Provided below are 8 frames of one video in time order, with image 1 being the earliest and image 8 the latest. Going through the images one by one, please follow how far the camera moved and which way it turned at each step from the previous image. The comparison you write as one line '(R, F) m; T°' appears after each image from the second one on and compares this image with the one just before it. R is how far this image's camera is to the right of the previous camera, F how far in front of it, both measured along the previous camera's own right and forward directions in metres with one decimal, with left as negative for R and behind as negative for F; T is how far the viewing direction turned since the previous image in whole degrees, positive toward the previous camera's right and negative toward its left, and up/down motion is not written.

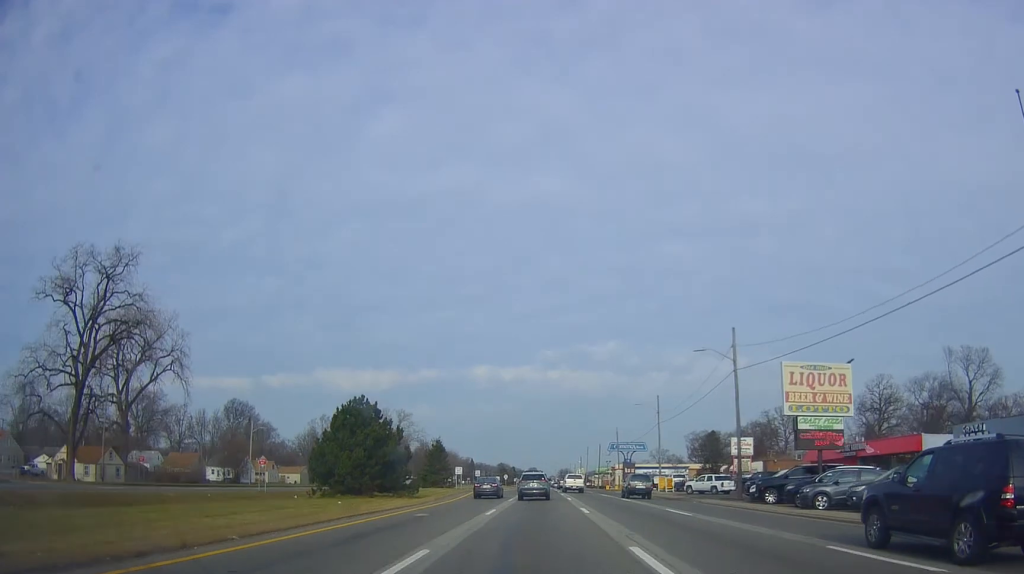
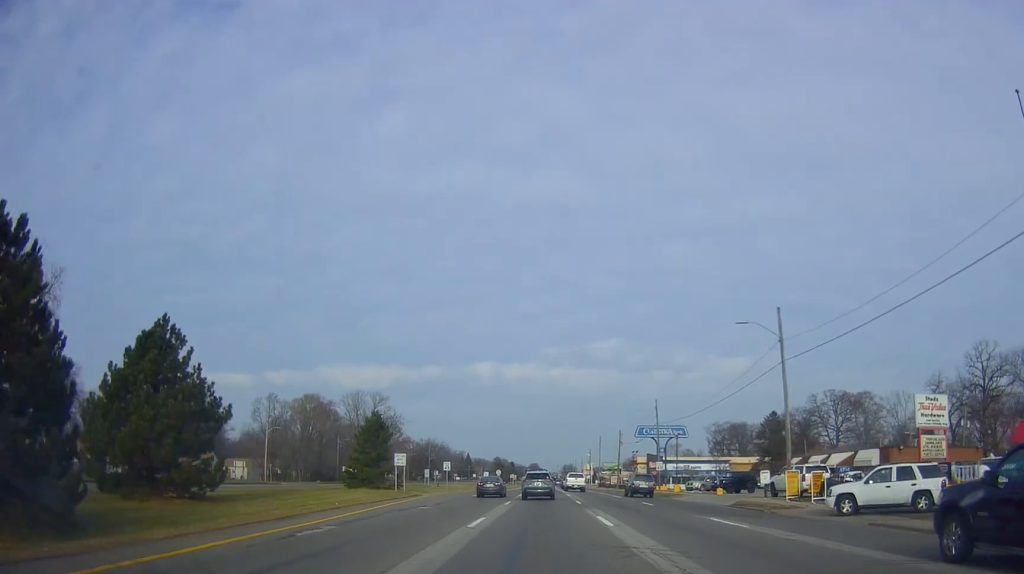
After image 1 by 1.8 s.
(-0.2, +37.0) m; 0°
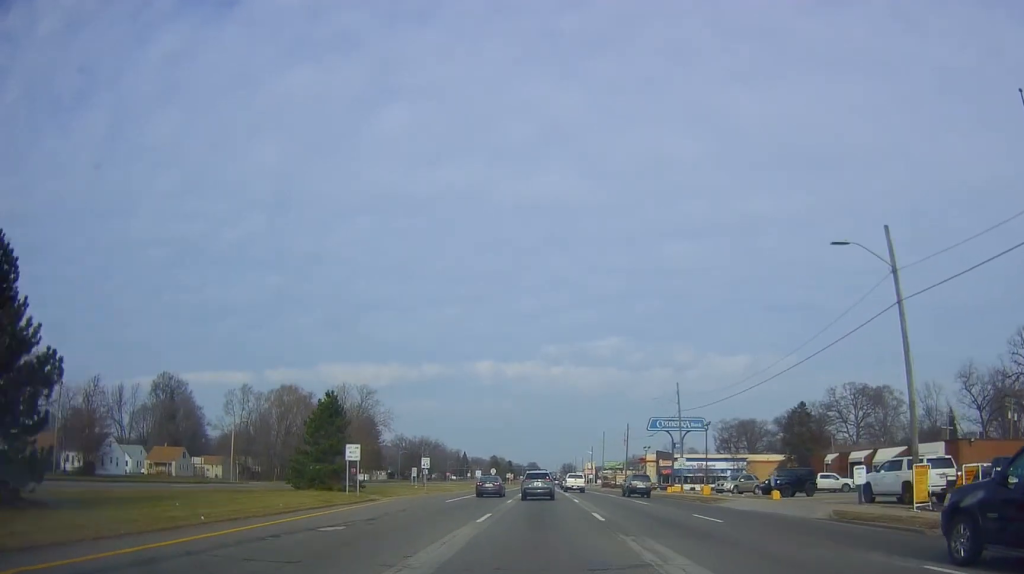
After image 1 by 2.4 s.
(+0.4, +12.7) m; +1°
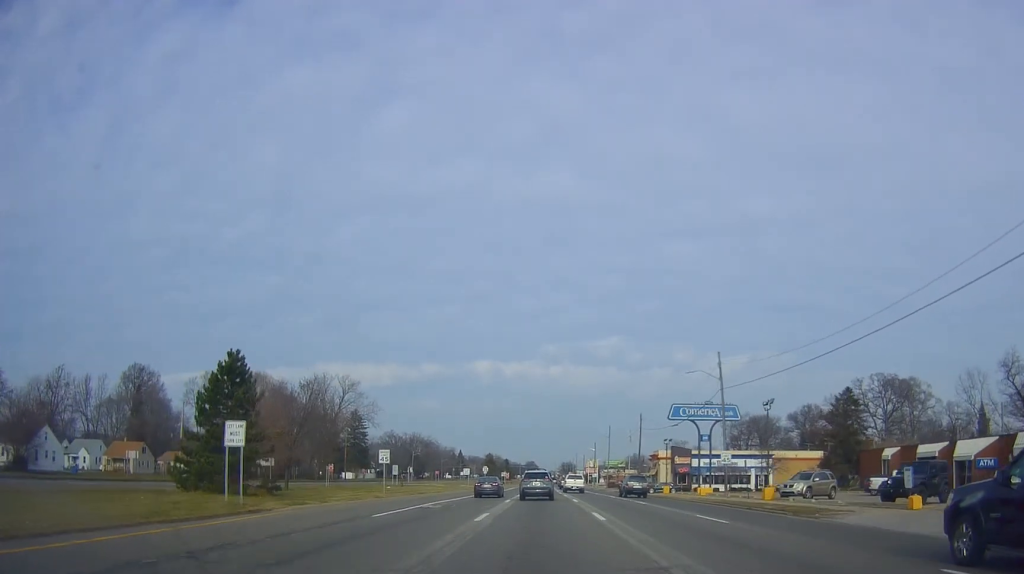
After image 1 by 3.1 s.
(0.0, +15.6) m; 0°
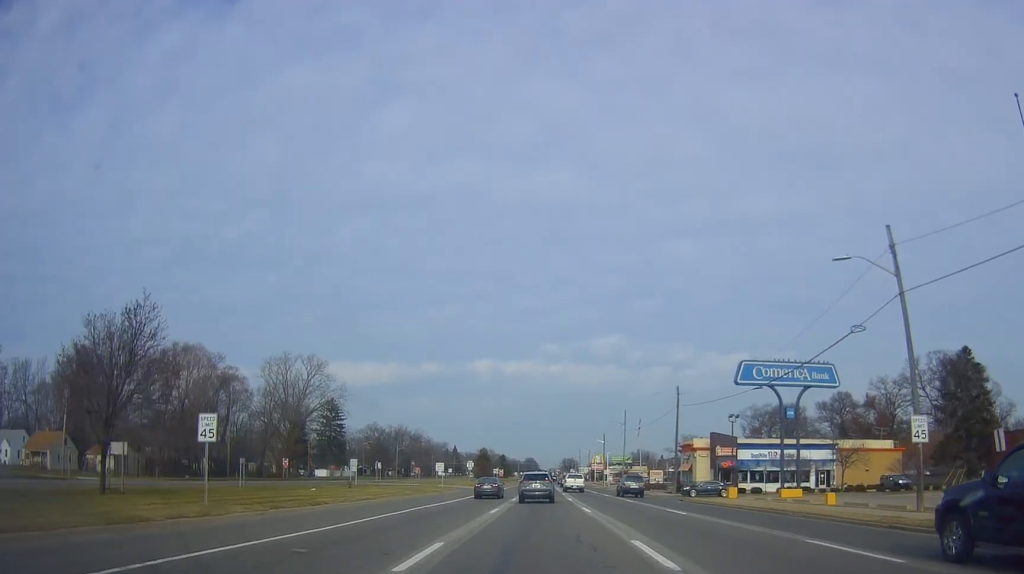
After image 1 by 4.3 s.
(0.0, +25.6) m; -1°
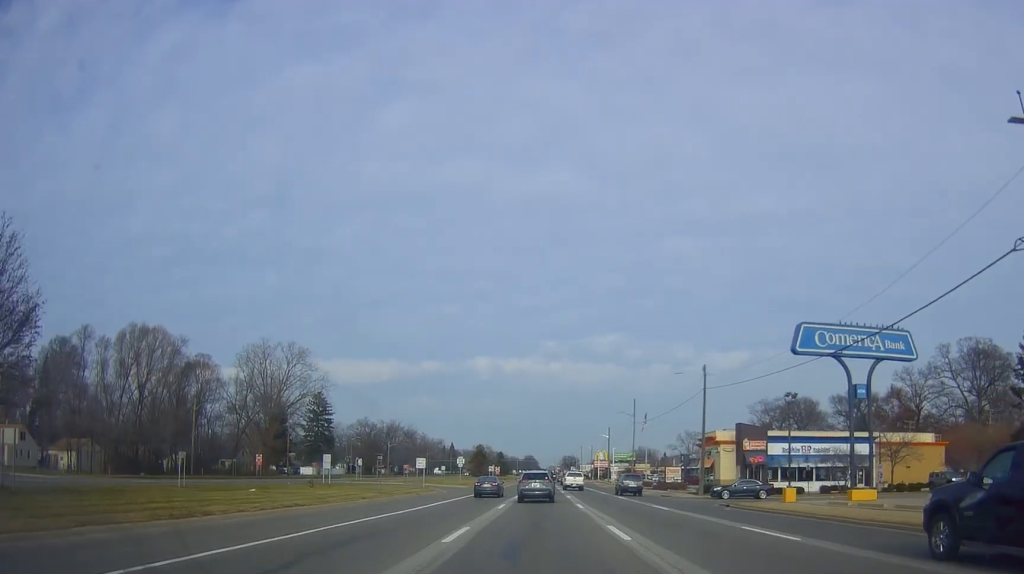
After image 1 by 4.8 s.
(0.0, +11.3) m; 0°
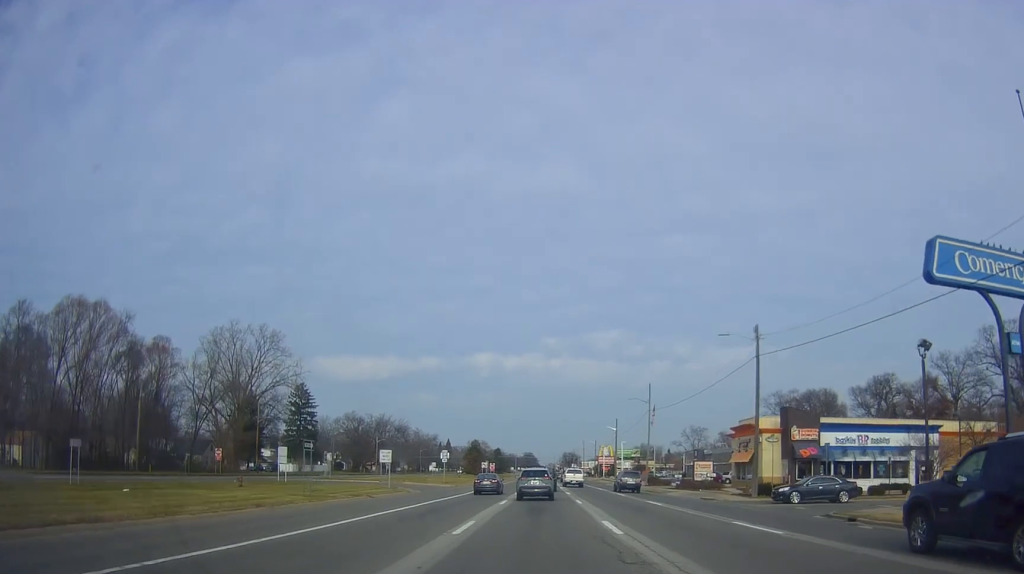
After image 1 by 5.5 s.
(-0.6, +14.0) m; 0°
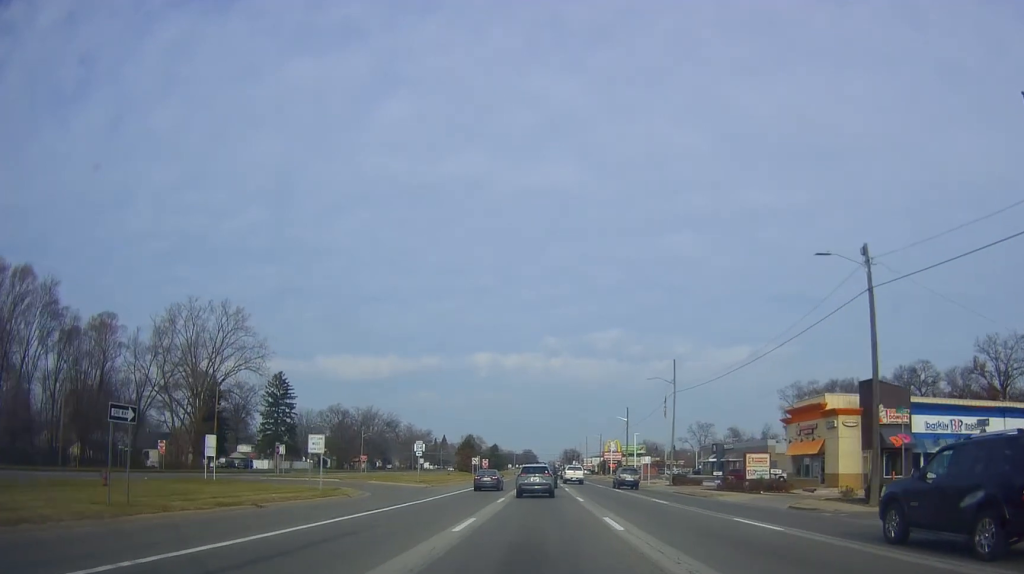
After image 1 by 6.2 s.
(+0.4, +15.5) m; +1°
